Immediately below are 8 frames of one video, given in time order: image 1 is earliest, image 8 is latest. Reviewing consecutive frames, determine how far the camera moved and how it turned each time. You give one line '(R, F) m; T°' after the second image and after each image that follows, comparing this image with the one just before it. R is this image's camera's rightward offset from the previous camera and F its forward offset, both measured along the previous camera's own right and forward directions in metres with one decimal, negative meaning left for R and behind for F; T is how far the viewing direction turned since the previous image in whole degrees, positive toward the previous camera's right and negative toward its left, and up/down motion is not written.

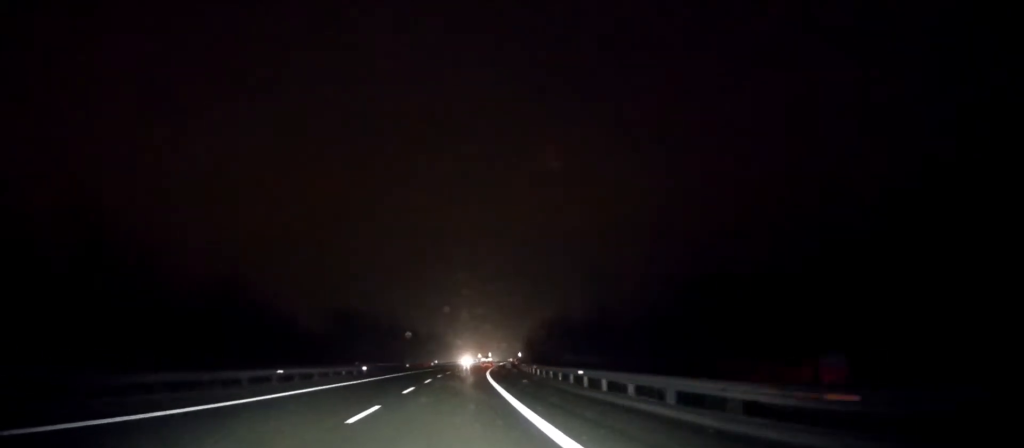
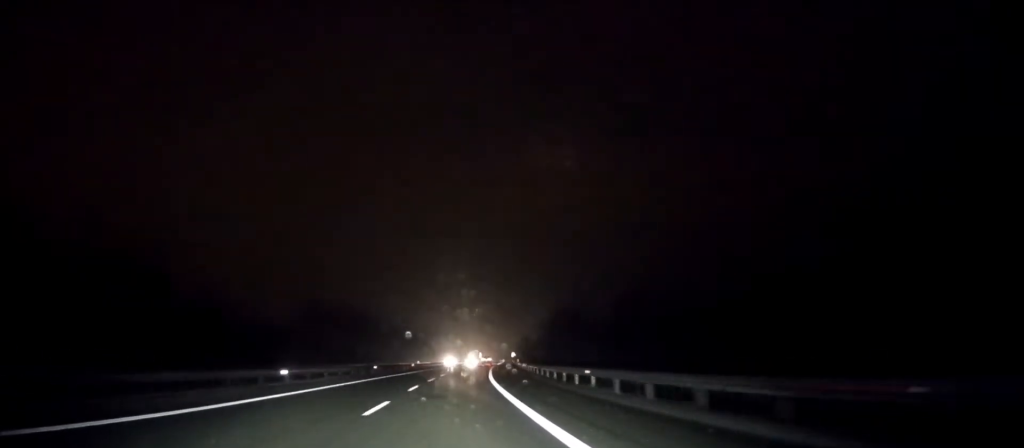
(+0.3, +21.7) m; +1°
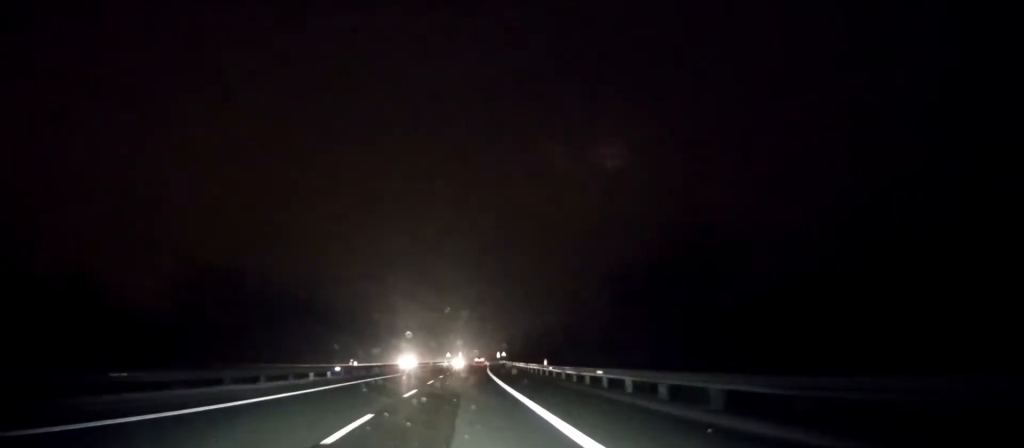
(+0.6, +40.6) m; +2°
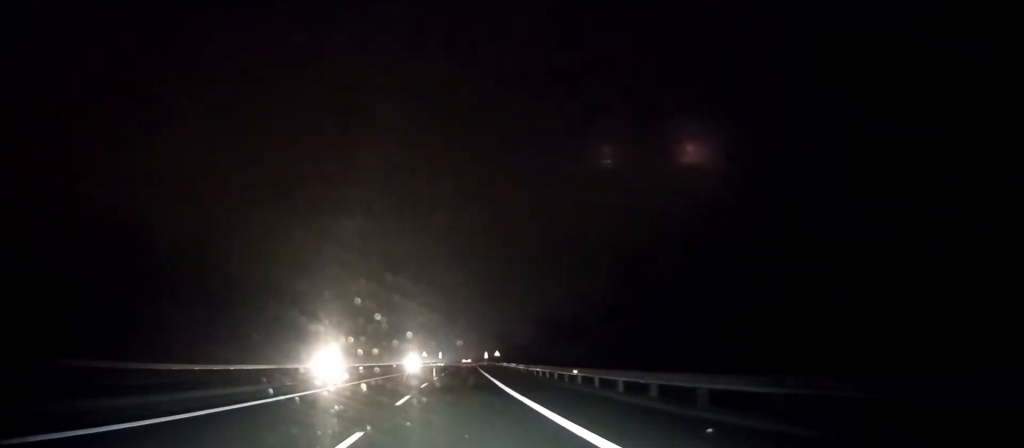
(+0.7, +38.7) m; +2°
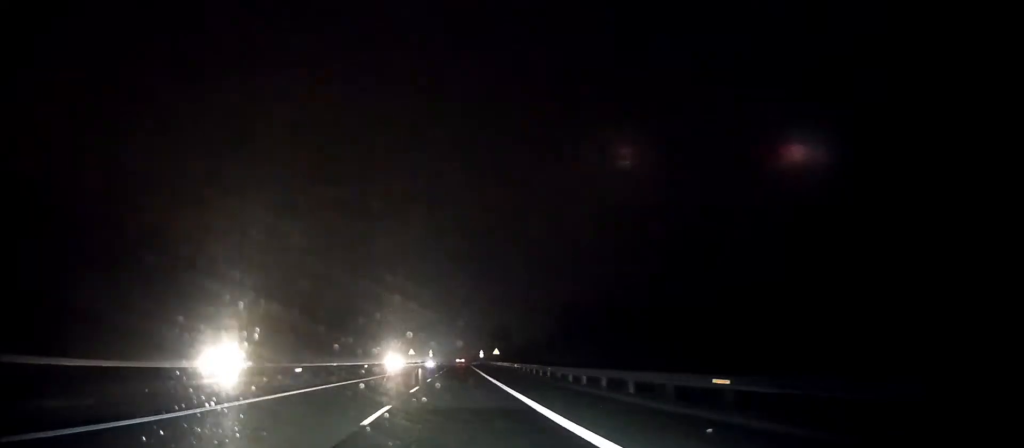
(0.0, +17.8) m; +1°
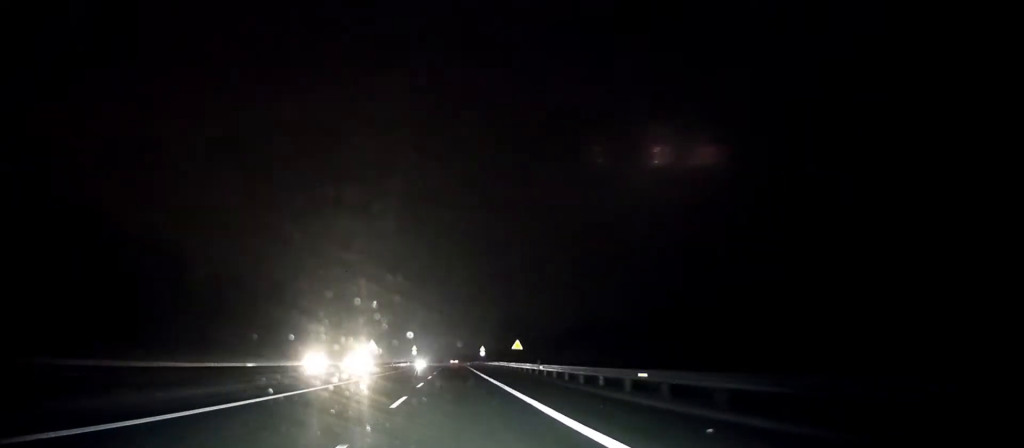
(+0.6, +43.5) m; +1°
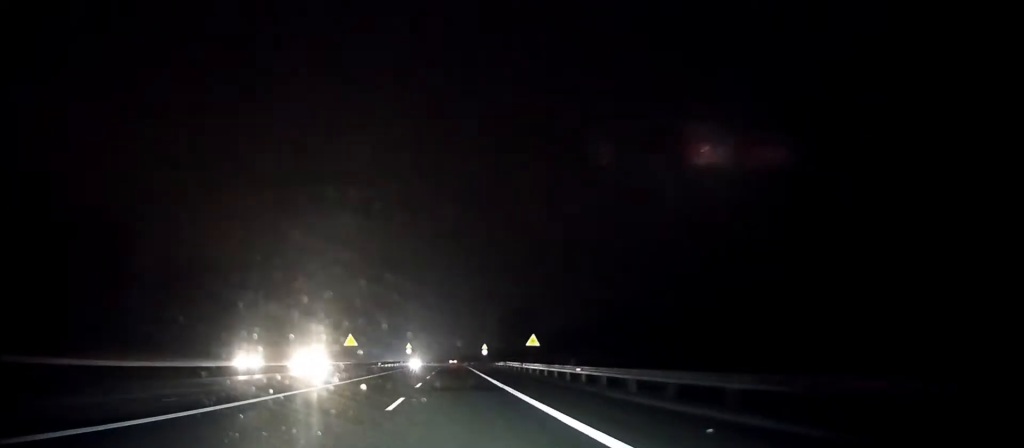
(0.0, +12.8) m; 0°
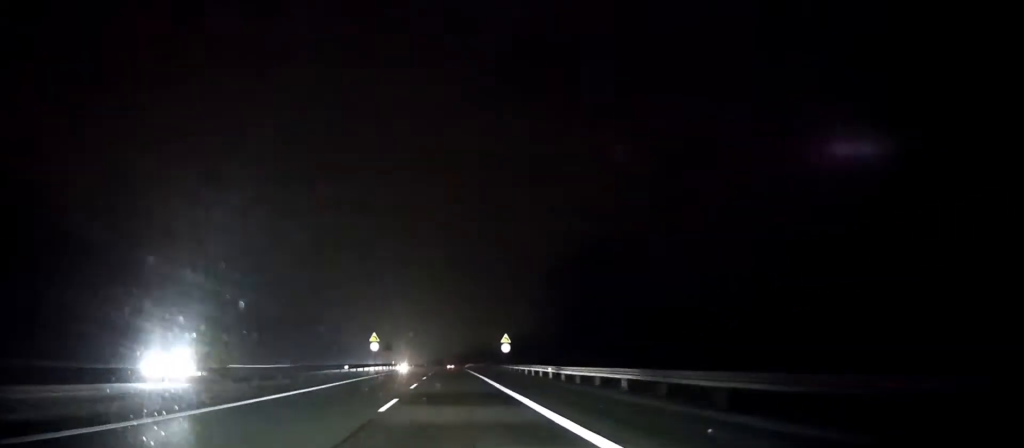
(+0.1, +48.3) m; 0°
